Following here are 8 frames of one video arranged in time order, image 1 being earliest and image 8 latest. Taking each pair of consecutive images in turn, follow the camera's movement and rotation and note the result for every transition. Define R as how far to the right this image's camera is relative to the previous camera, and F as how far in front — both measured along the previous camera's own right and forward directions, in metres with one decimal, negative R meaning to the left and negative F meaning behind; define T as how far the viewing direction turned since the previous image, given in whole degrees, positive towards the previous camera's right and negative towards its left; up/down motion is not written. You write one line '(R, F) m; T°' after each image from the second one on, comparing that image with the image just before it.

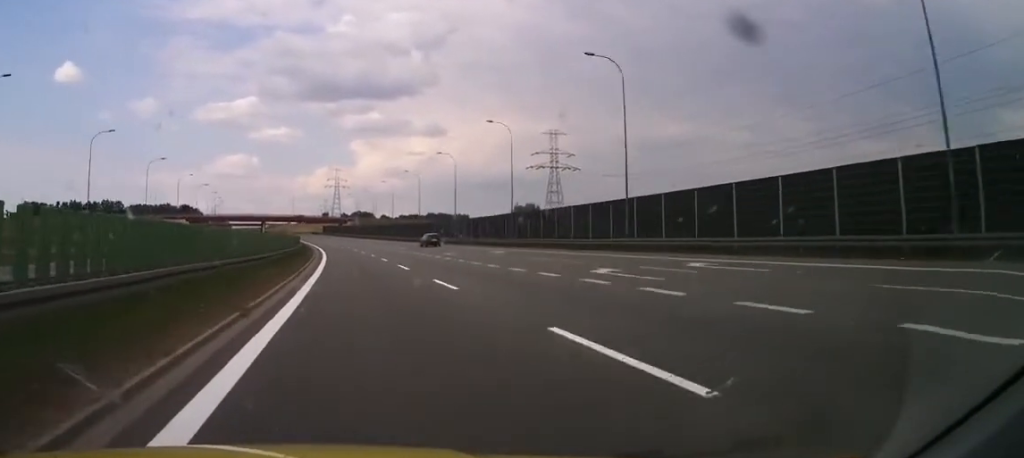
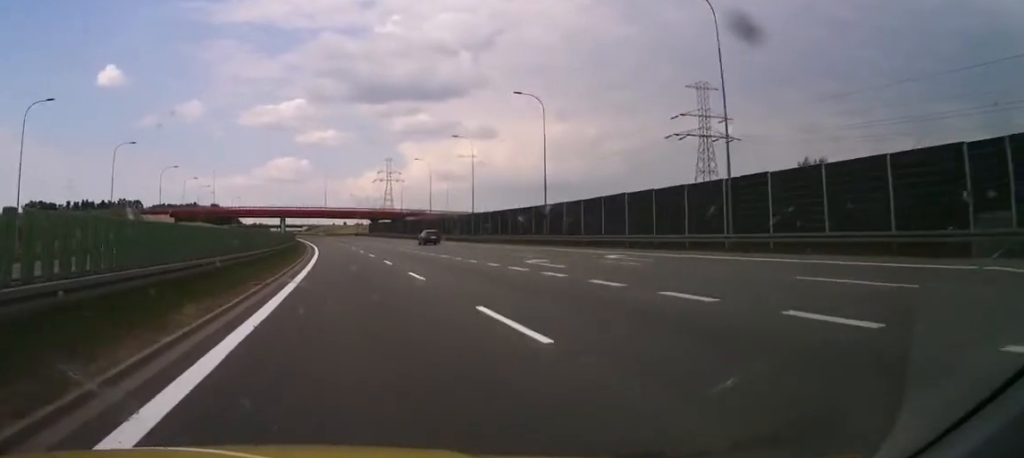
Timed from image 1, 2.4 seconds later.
(-7.8, +99.1) m; -8°
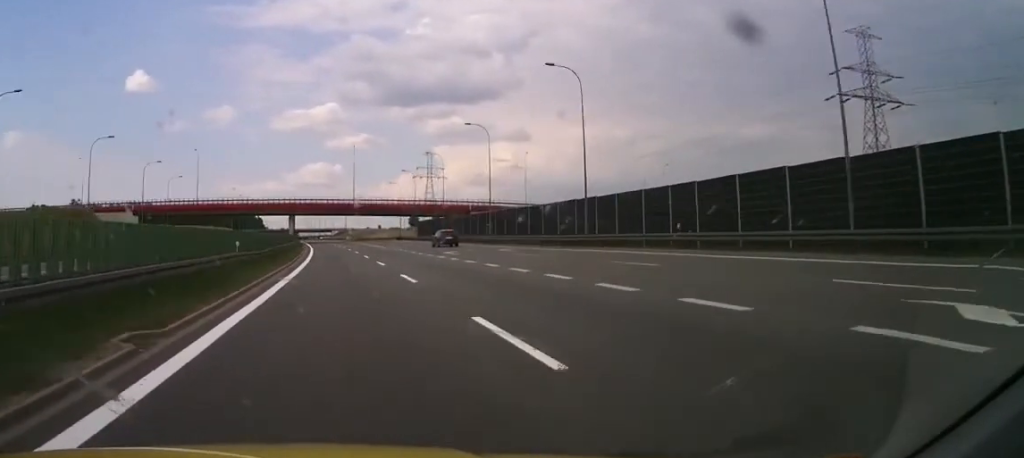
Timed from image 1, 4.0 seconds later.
(-1.8, +61.3) m; -3°
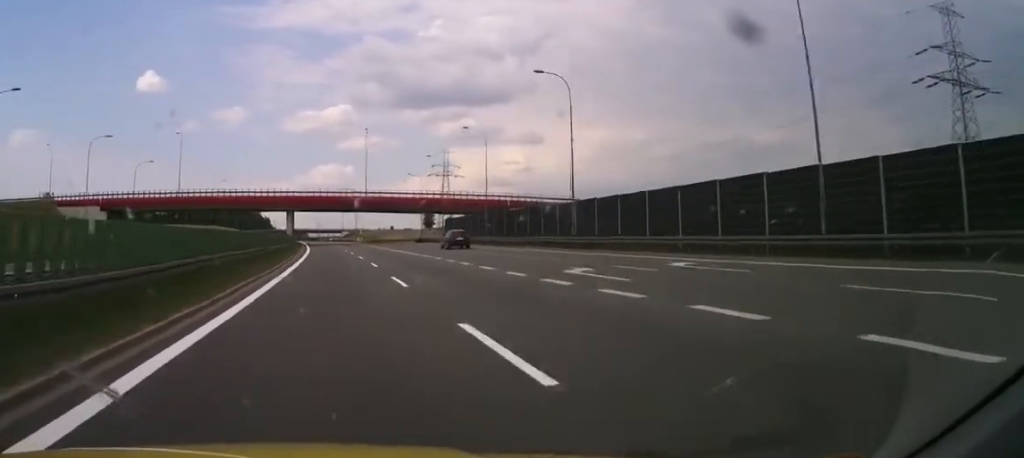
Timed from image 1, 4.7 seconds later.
(0.0, +23.6) m; -1°
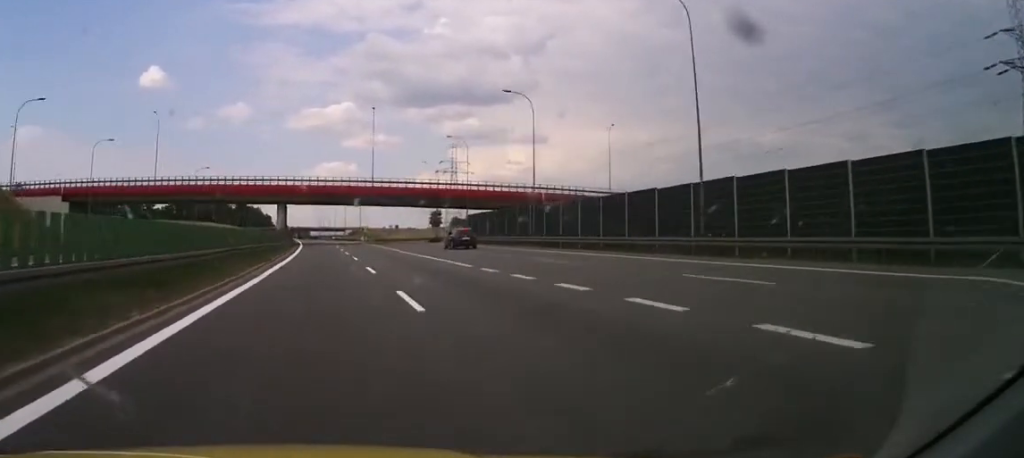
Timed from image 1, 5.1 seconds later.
(-0.3, +17.6) m; -1°
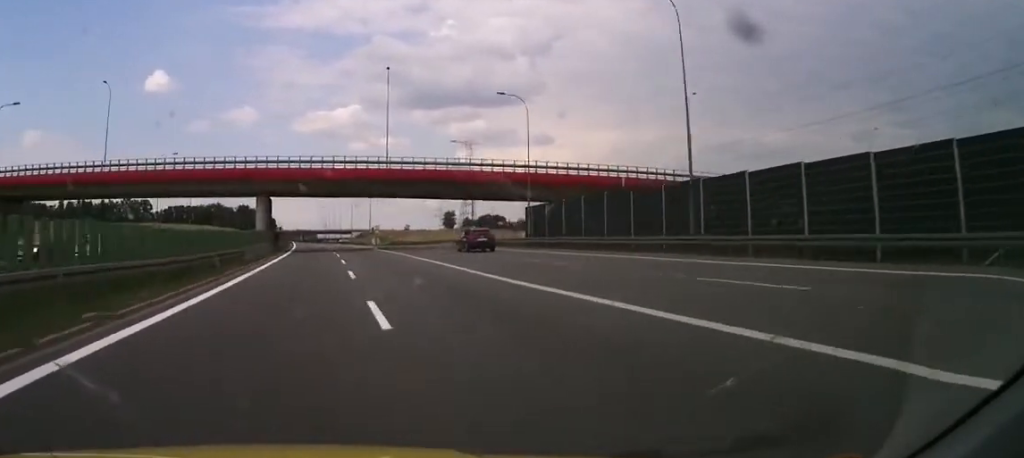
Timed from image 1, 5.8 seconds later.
(-0.3, +25.2) m; -1°
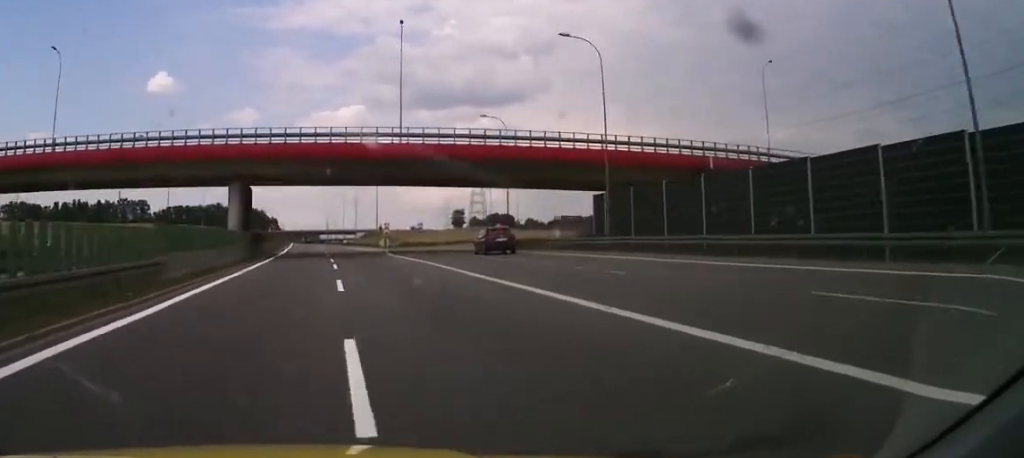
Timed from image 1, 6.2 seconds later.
(0.0, +16.4) m; -1°
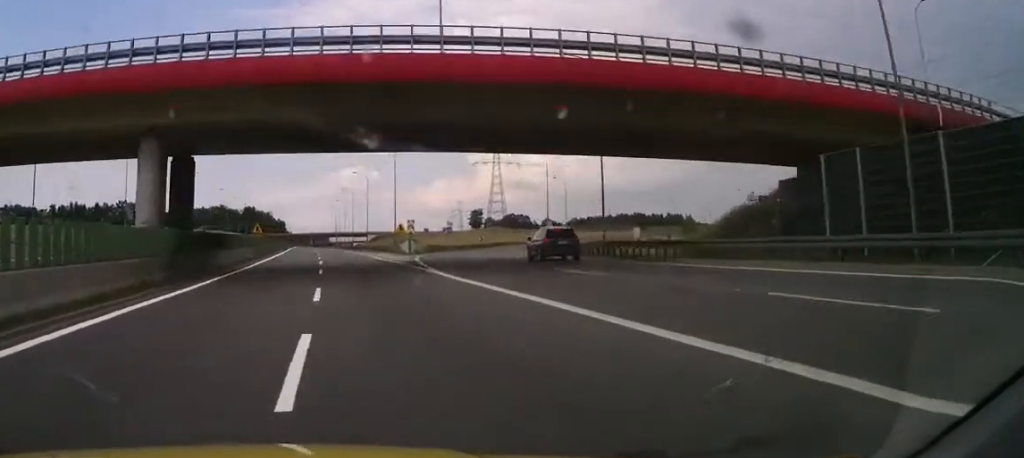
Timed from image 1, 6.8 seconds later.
(-0.2, +23.0) m; -1°
